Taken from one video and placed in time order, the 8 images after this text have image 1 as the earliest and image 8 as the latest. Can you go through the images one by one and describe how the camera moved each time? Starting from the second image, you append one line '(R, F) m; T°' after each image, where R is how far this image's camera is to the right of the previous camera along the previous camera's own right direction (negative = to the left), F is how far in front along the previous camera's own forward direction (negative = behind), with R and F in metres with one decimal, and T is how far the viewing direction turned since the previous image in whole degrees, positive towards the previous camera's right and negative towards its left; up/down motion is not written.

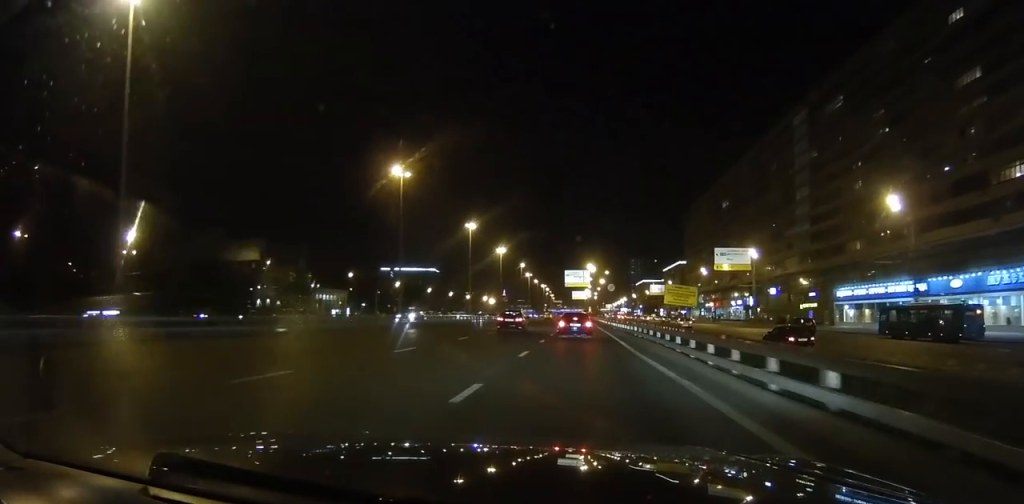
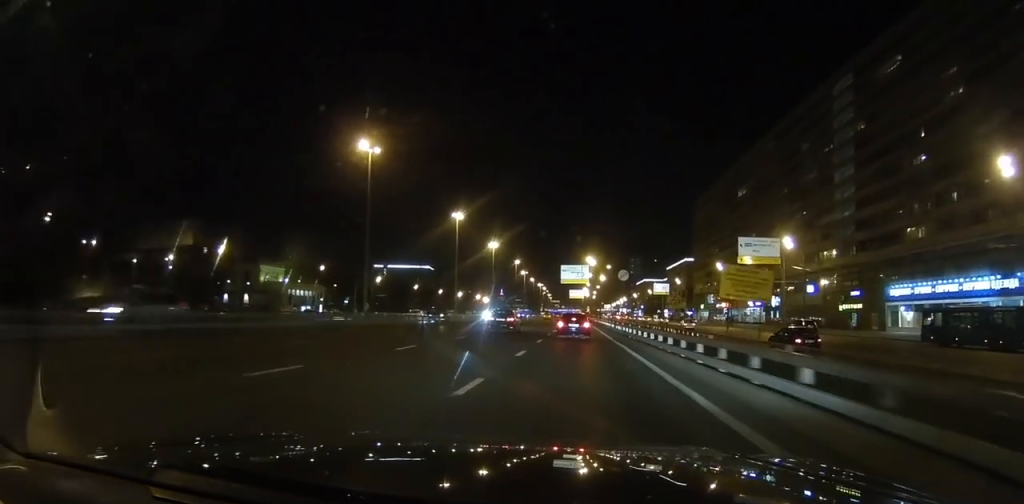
(-0.9, +15.3) m; +2°
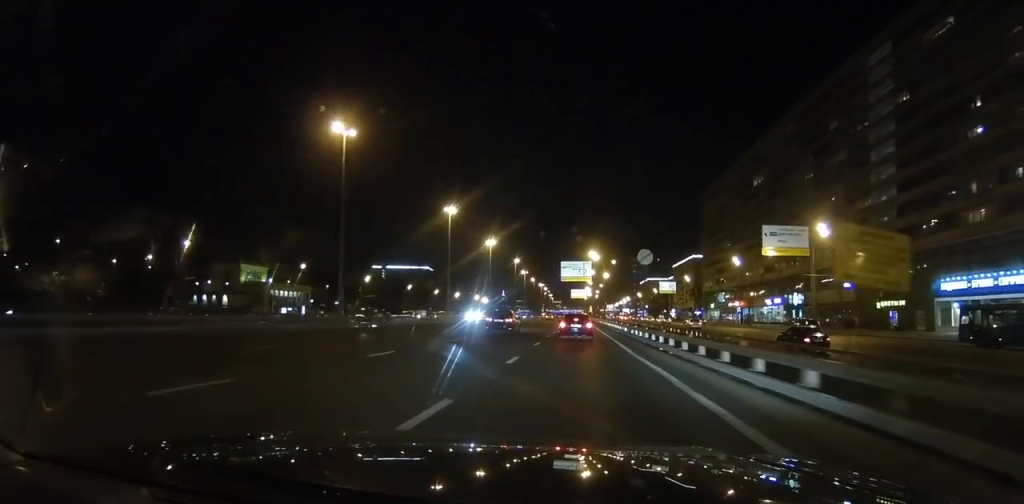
(+0.5, +10.4) m; 0°
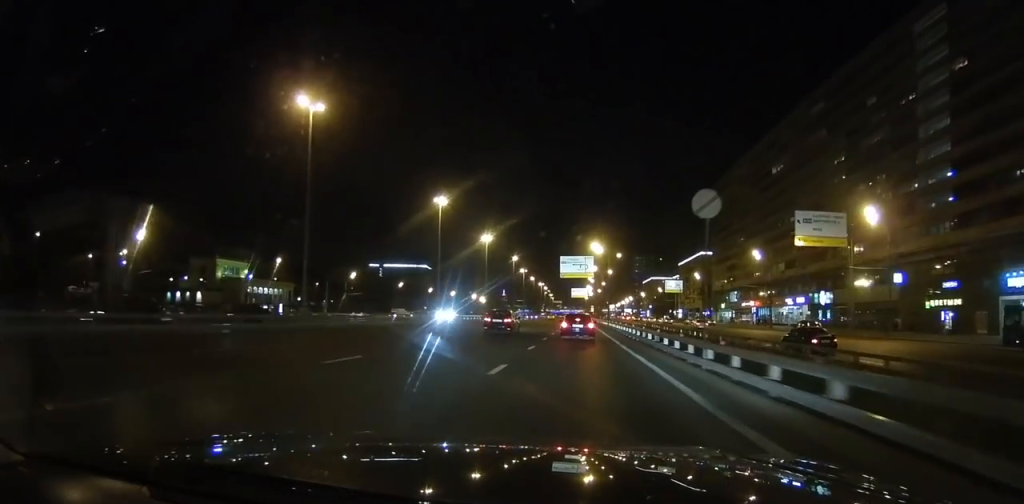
(+0.8, +11.0) m; 0°
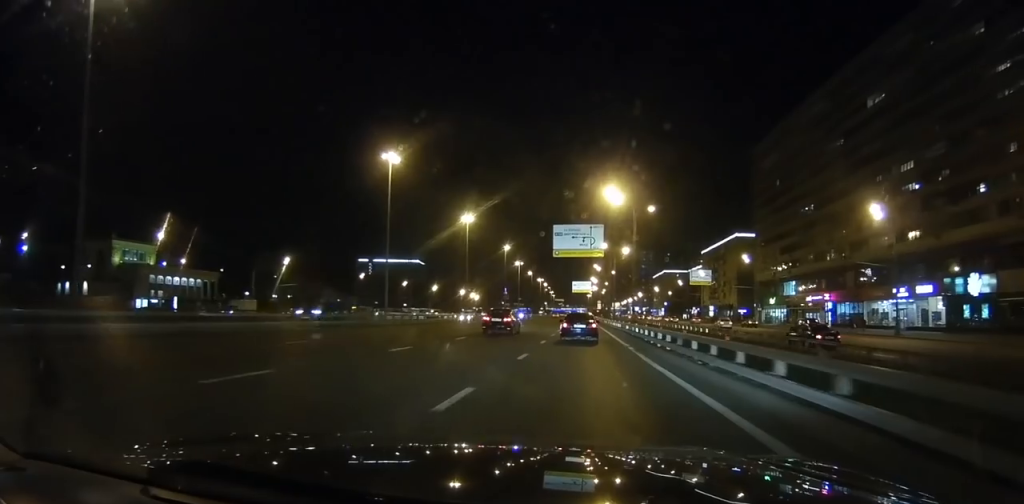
(-1.0, +36.8) m; 0°
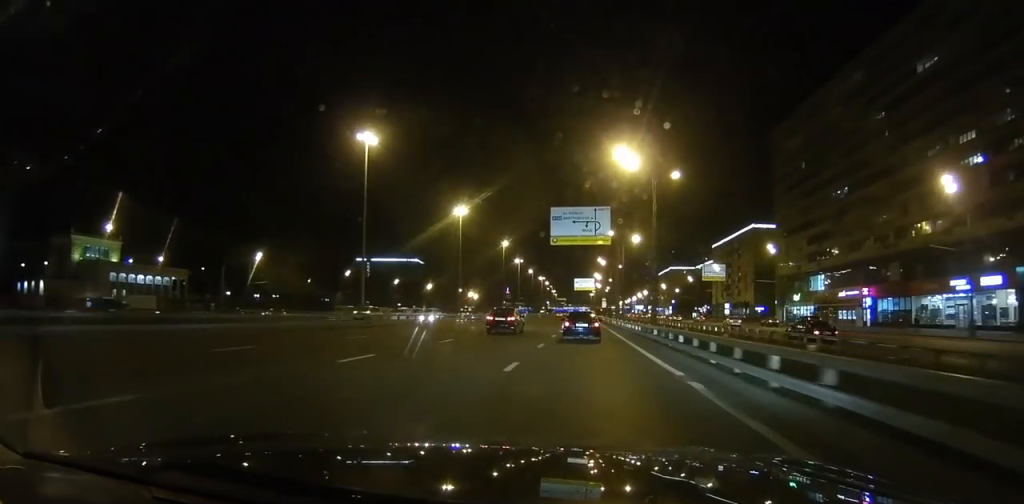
(-0.3, +11.2) m; -1°
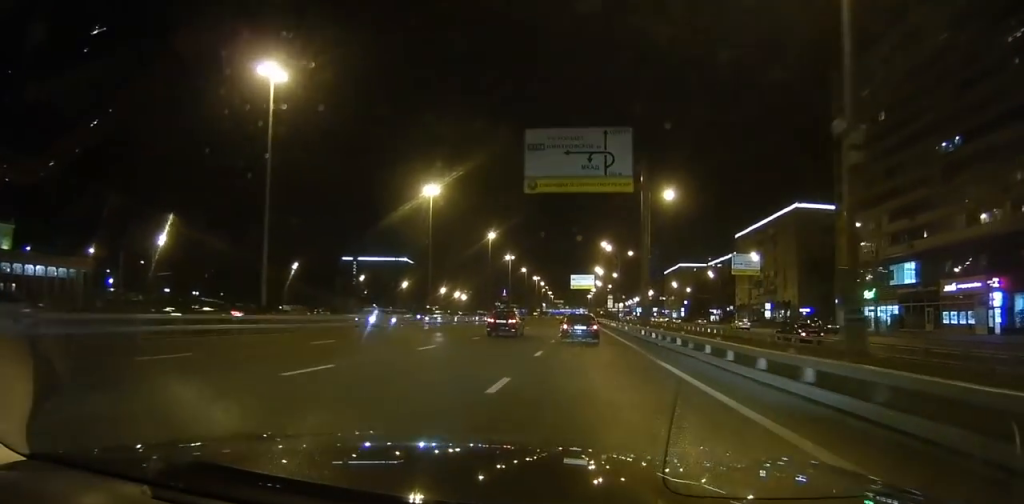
(+0.6, +27.4) m; +2°
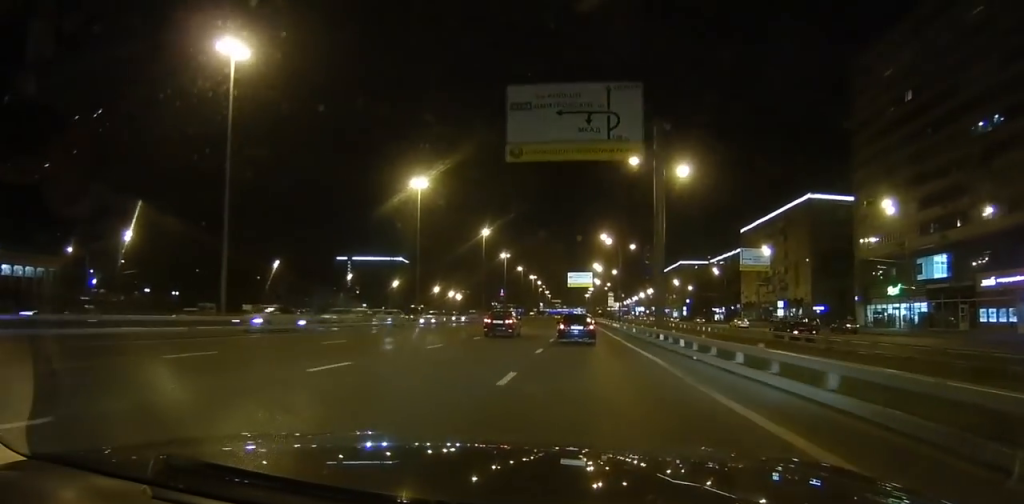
(+0.2, +7.2) m; 0°
